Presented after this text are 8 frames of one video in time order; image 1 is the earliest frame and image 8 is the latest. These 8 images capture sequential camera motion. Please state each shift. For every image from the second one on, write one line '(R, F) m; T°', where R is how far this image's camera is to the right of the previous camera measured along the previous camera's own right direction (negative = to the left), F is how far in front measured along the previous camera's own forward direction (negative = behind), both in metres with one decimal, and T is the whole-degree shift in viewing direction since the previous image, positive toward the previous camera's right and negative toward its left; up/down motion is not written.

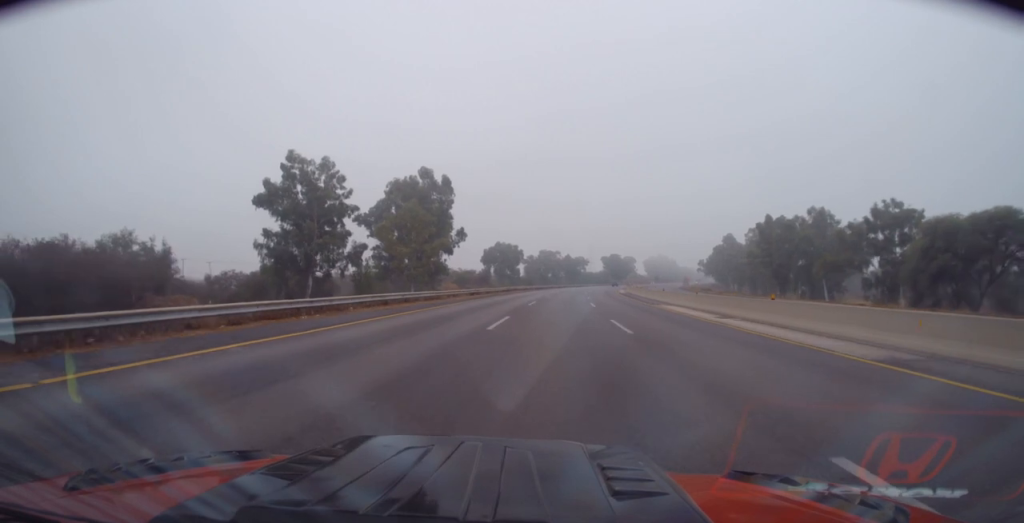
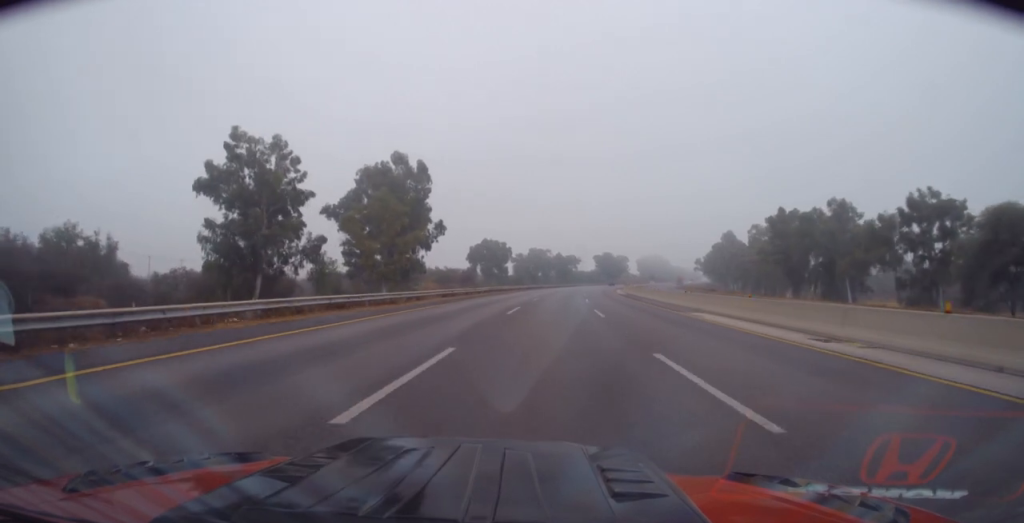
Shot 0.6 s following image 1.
(-0.1, +10.9) m; +1°
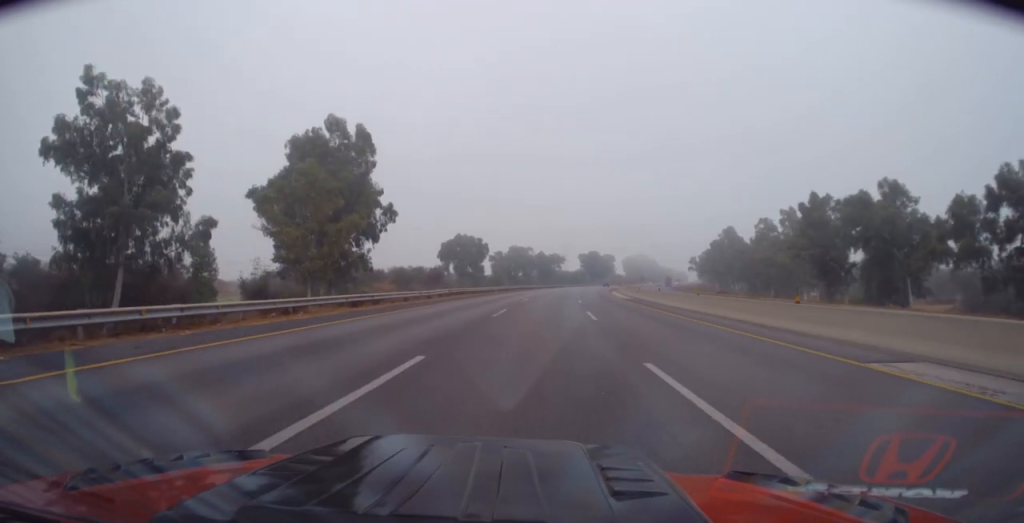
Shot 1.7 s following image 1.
(+0.5, +19.9) m; +2°
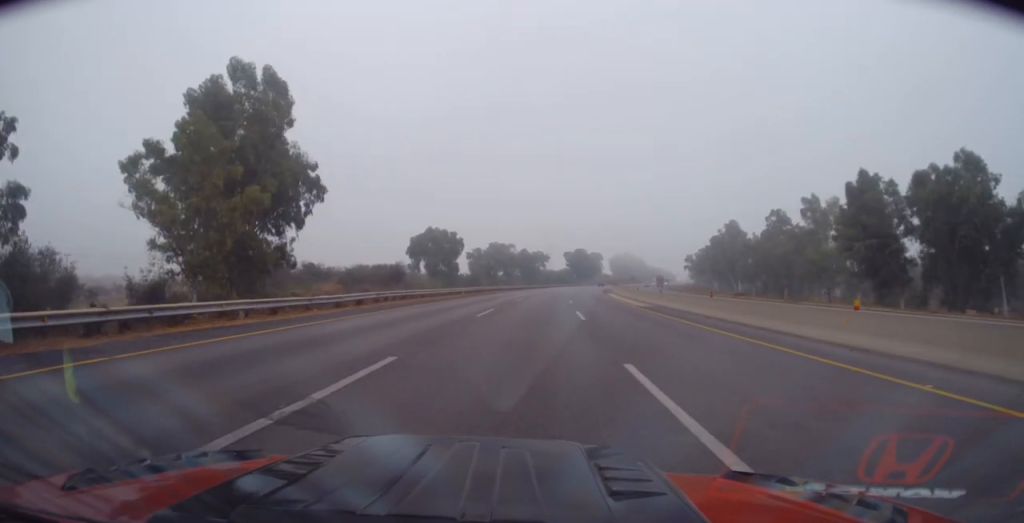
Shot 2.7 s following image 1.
(+0.1, +17.9) m; 0°
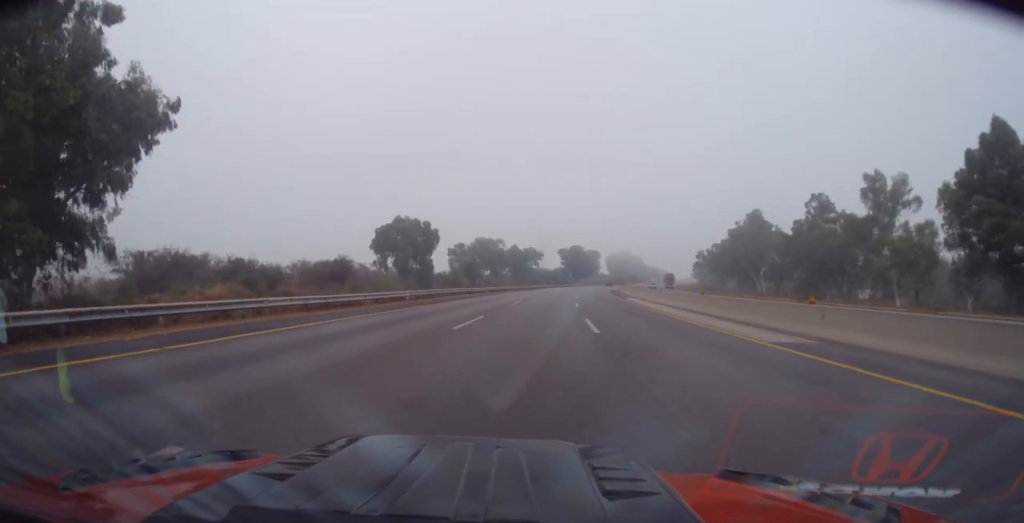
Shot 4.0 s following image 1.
(0.0, +23.7) m; 0°
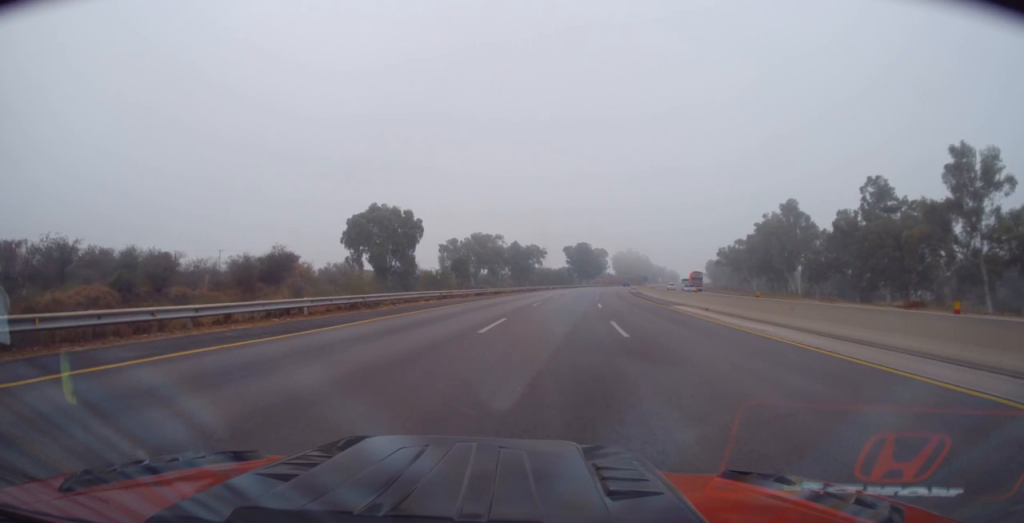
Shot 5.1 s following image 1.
(0.0, +18.8) m; +1°
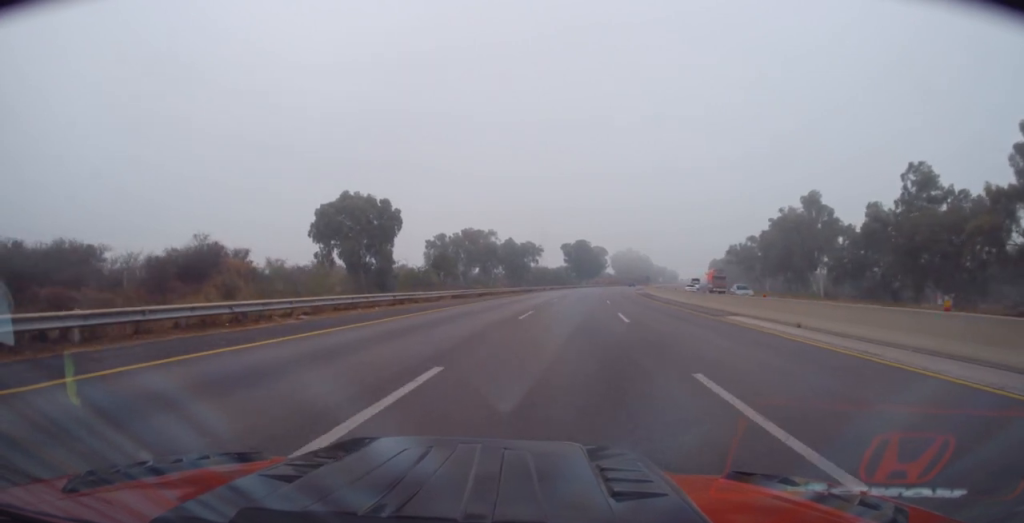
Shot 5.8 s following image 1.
(0.0, +12.3) m; +1°
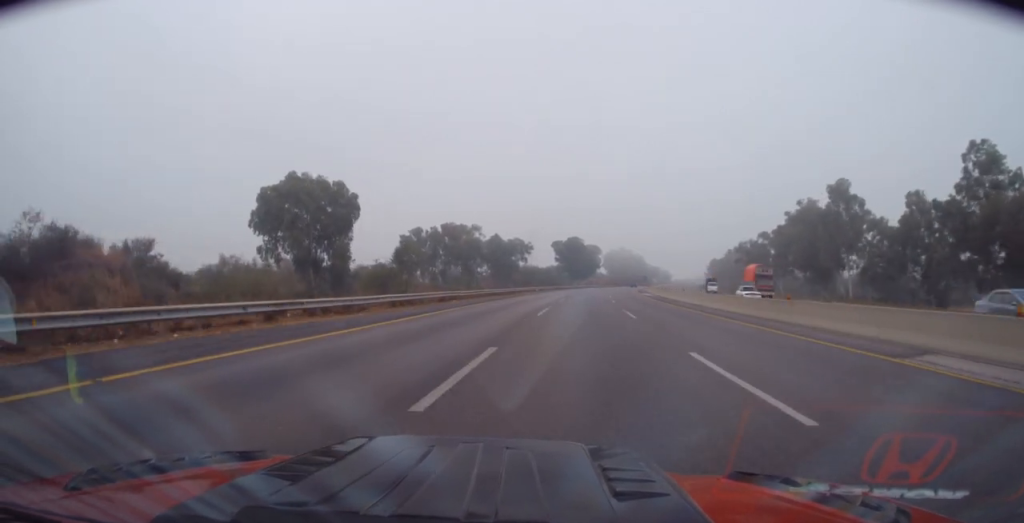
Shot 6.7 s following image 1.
(+0.3, +15.1) m; +2°
